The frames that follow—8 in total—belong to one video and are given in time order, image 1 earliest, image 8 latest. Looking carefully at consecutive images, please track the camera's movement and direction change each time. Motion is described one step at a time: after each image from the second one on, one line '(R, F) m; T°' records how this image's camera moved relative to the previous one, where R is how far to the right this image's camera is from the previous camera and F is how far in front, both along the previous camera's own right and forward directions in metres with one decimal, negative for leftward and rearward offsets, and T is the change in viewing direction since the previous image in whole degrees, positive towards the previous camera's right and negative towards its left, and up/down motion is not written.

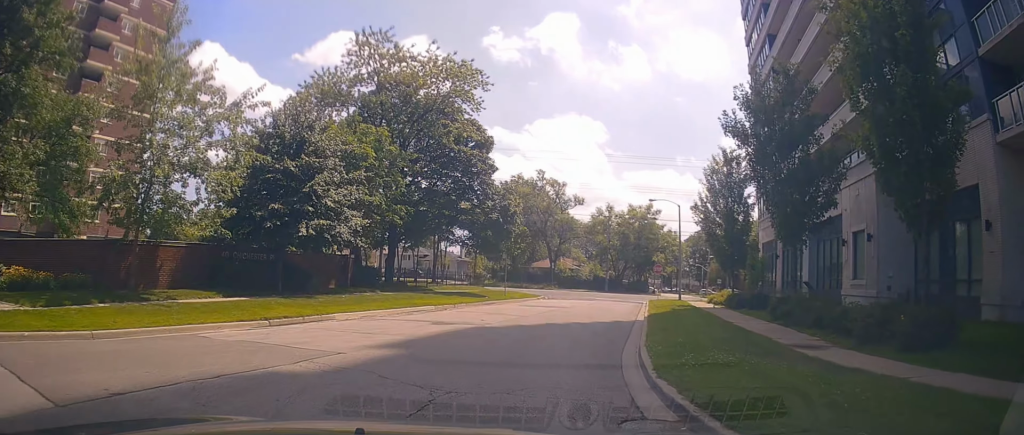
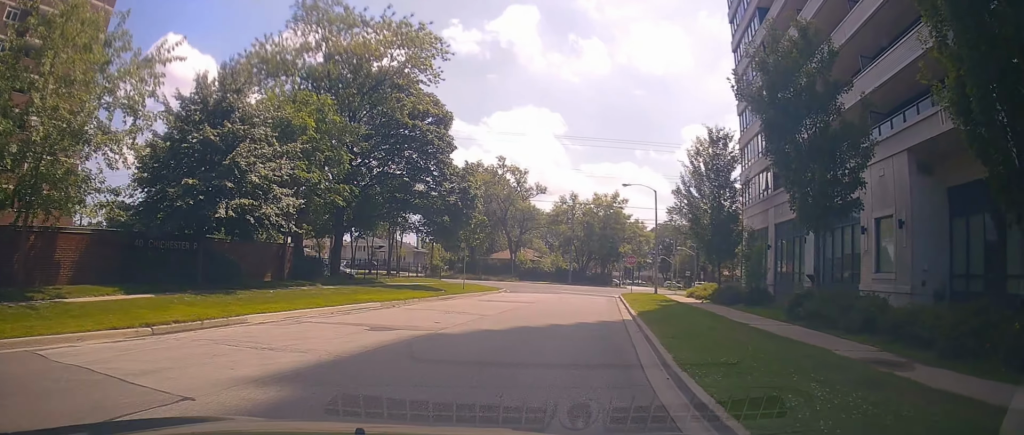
(0.0, +4.1) m; -2°
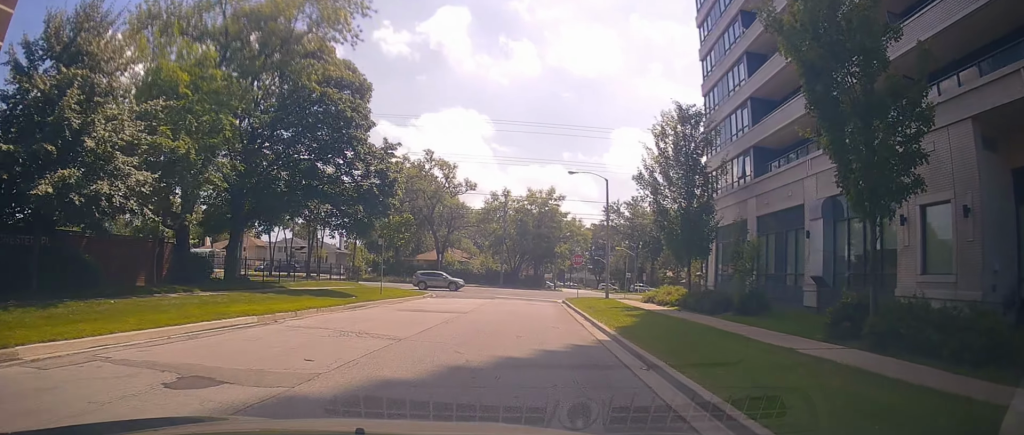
(-0.2, +5.6) m; 0°
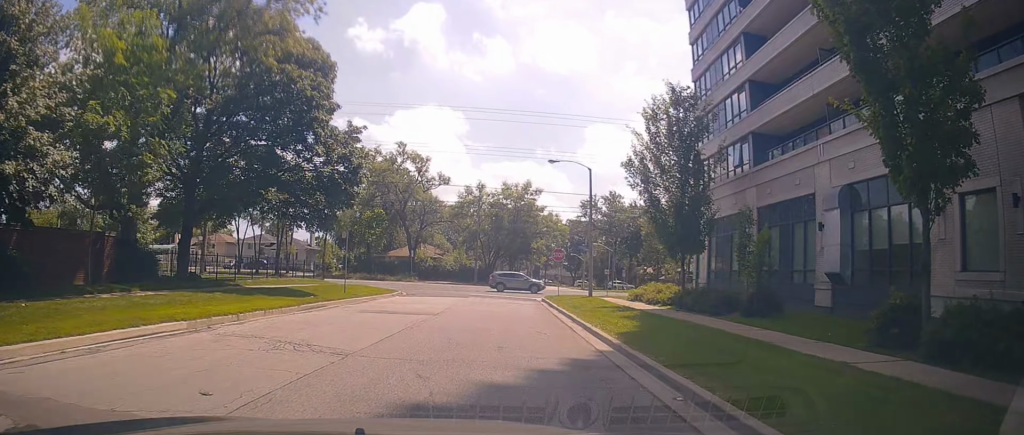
(0.0, +2.5) m; +3°
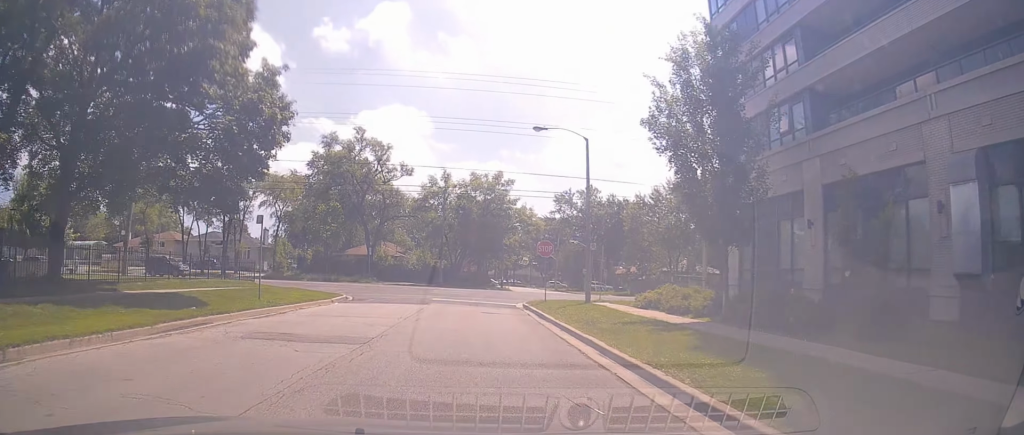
(+0.8, +7.2) m; +11°
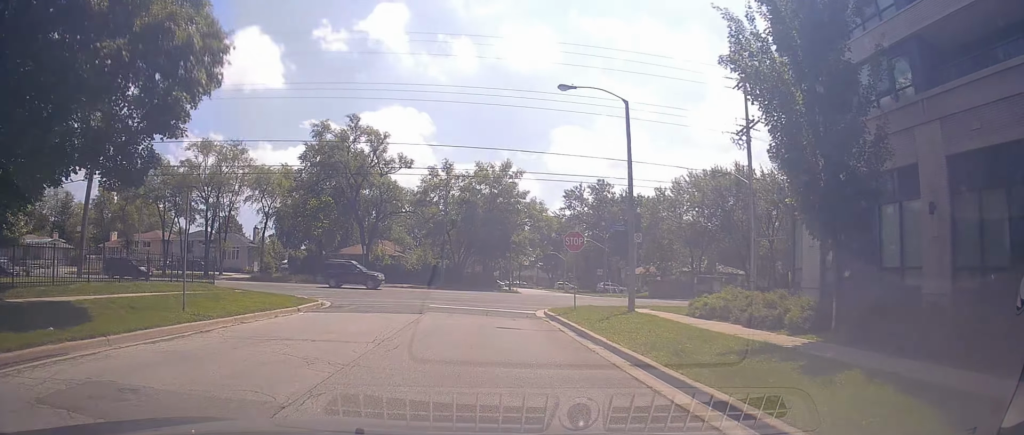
(+0.3, +5.9) m; +2°
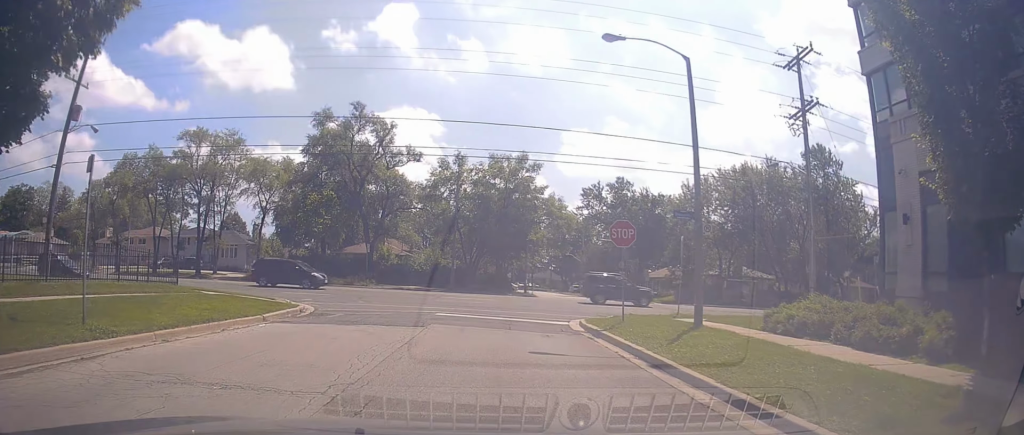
(-0.1, +5.1) m; 0°
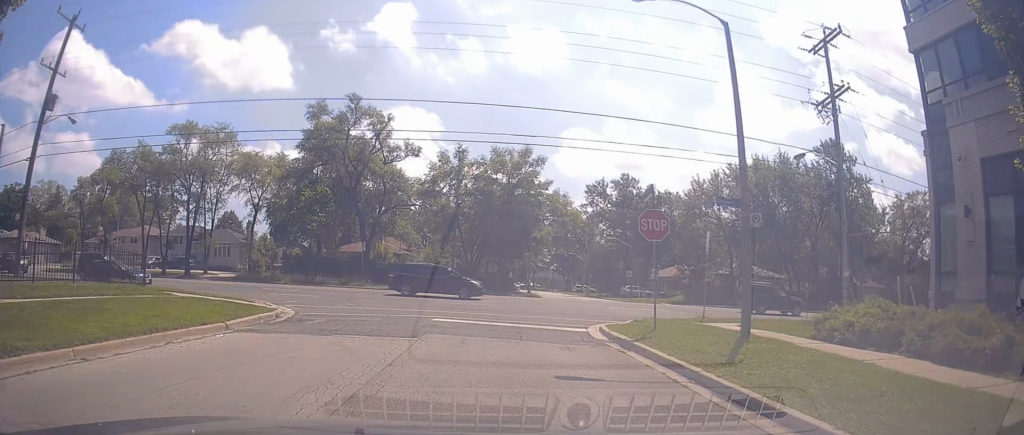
(0.0, +2.8) m; 0°
